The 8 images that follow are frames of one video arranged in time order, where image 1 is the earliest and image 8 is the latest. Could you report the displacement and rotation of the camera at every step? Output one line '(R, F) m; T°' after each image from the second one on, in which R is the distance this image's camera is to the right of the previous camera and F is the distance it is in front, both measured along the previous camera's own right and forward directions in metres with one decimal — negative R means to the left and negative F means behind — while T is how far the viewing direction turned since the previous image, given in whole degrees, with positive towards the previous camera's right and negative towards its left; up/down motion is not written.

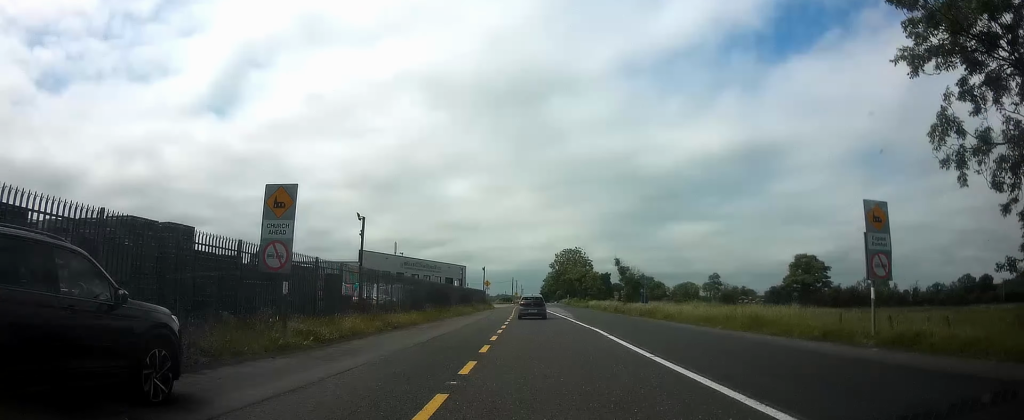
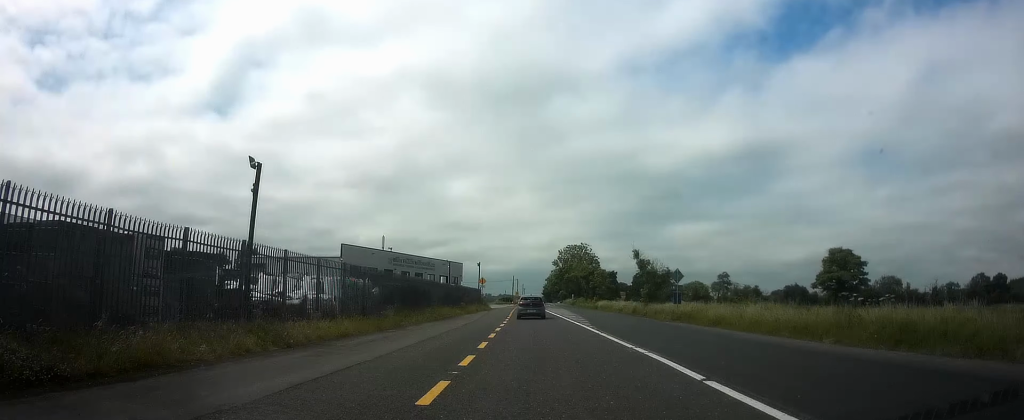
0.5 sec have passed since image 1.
(-0.1, +10.7) m; -1°
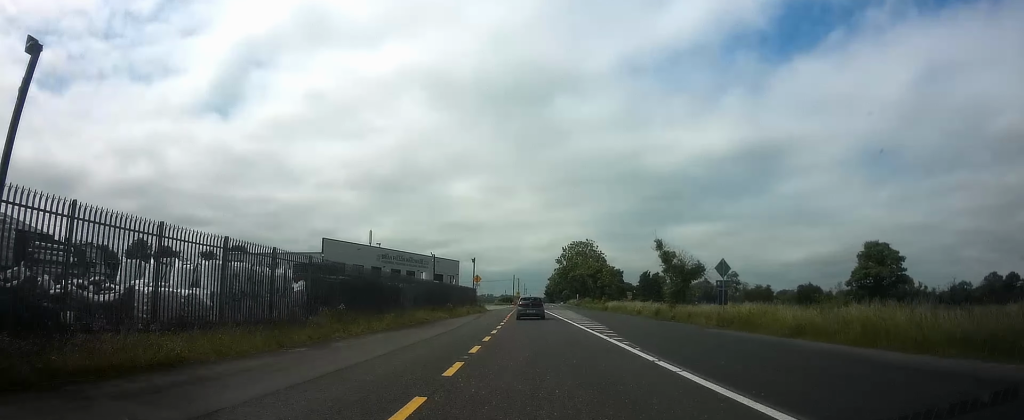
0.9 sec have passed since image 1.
(0.0, +9.3) m; 0°
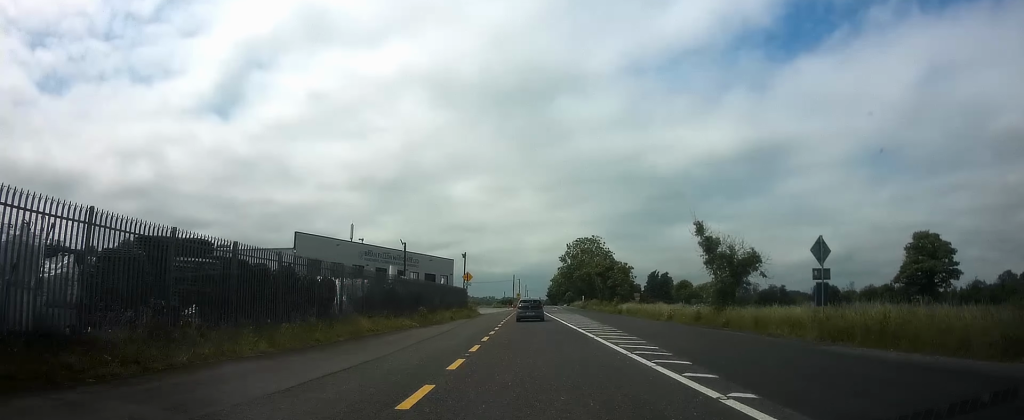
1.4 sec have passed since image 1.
(0.0, +10.6) m; 0°
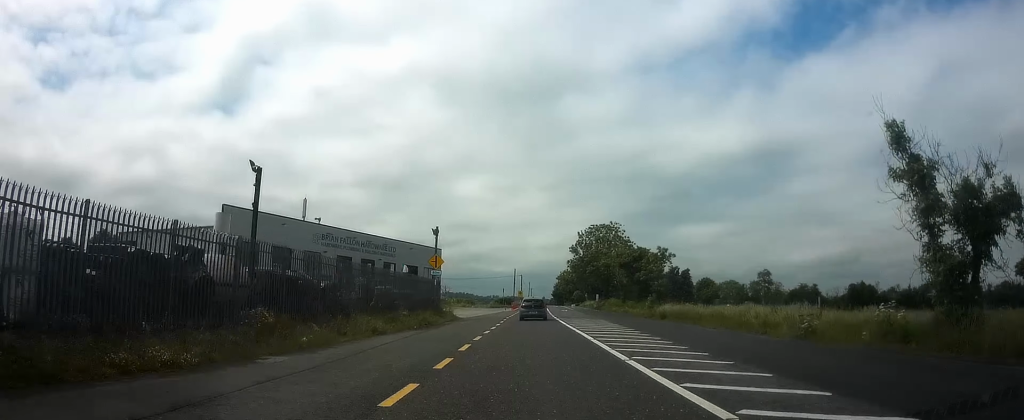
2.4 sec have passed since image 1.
(0.0, +19.6) m; -1°
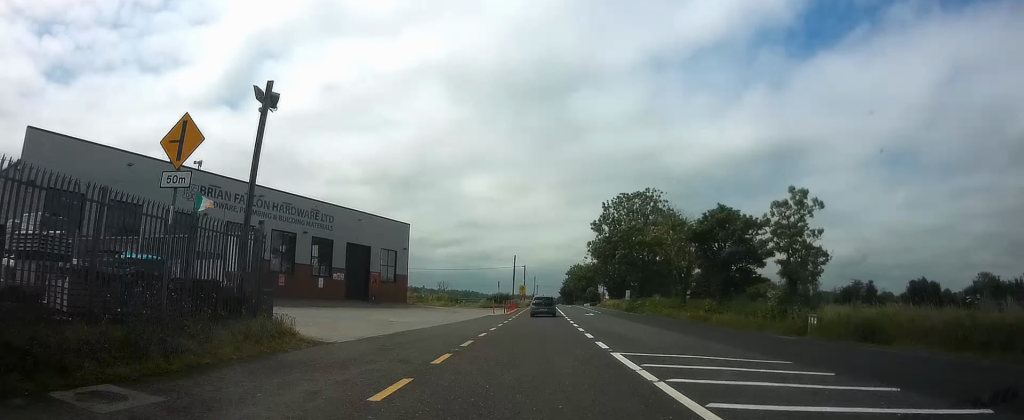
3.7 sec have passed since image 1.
(-0.4, +27.4) m; -1°
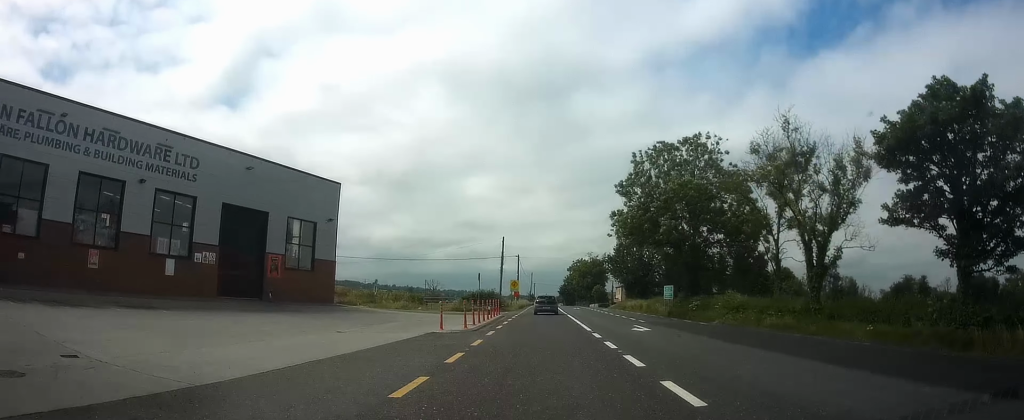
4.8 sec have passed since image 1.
(+0.1, +23.1) m; +1°
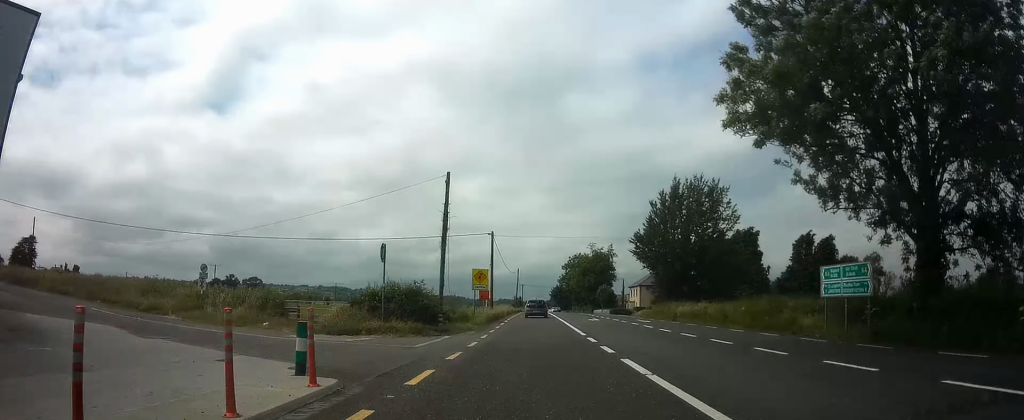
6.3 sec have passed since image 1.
(+0.5, +30.0) m; +1°
